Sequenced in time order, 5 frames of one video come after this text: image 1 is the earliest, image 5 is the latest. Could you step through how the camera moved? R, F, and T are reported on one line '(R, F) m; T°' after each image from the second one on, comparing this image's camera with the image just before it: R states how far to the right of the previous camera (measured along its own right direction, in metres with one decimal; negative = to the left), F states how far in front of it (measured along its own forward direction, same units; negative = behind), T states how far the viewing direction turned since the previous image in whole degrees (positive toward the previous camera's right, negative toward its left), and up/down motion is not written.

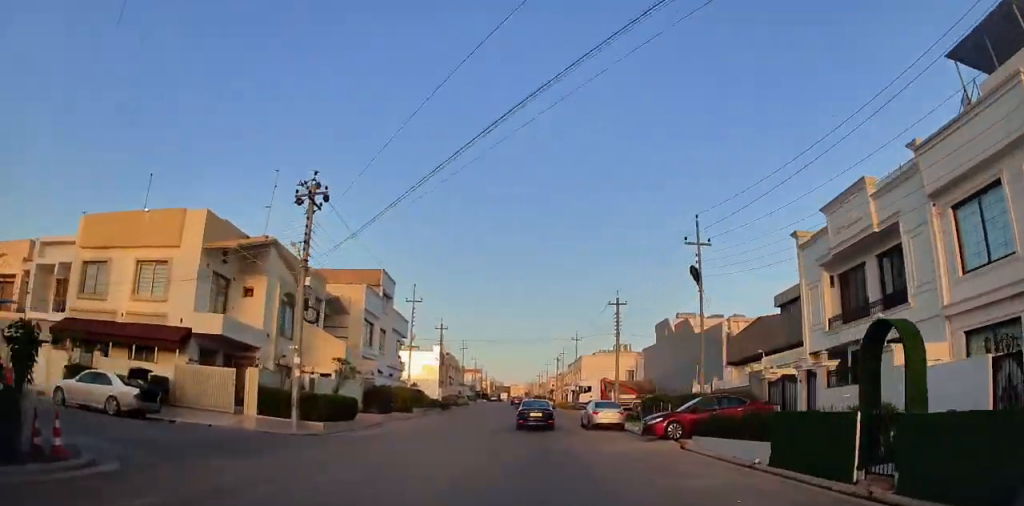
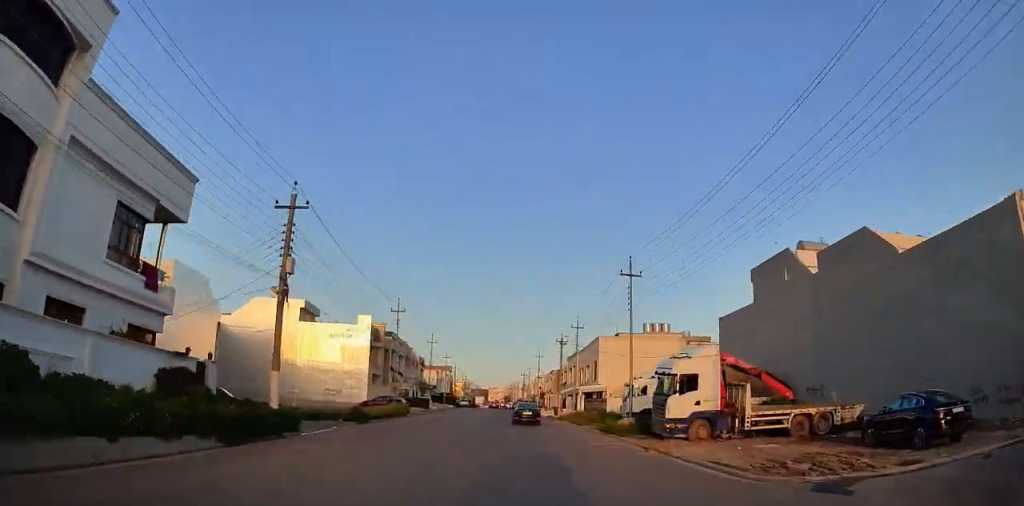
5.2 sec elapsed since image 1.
(+0.8, +42.6) m; +1°
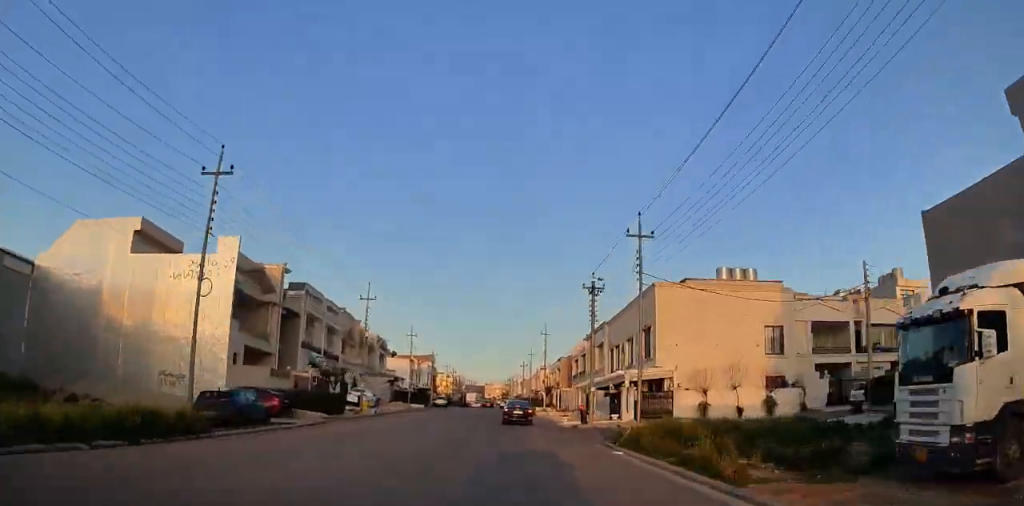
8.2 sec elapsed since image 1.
(-0.1, +27.6) m; -1°
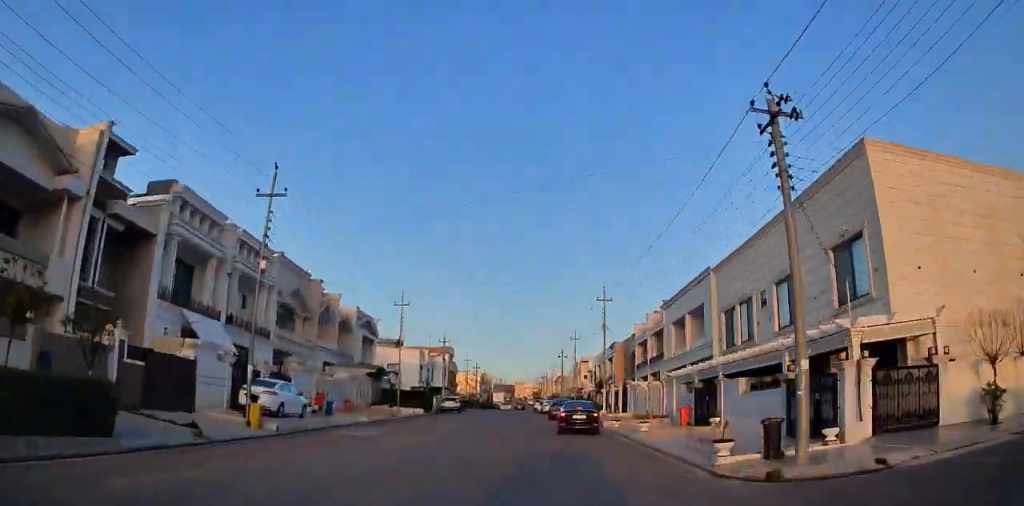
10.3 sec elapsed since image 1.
(-0.2, +19.3) m; -1°
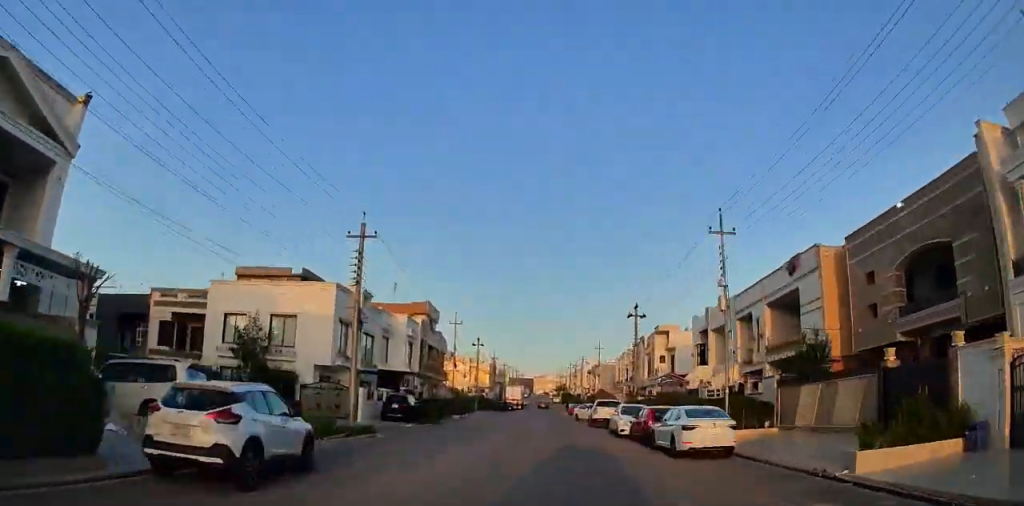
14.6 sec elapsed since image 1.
(-0.7, +37.8) m; -3°
